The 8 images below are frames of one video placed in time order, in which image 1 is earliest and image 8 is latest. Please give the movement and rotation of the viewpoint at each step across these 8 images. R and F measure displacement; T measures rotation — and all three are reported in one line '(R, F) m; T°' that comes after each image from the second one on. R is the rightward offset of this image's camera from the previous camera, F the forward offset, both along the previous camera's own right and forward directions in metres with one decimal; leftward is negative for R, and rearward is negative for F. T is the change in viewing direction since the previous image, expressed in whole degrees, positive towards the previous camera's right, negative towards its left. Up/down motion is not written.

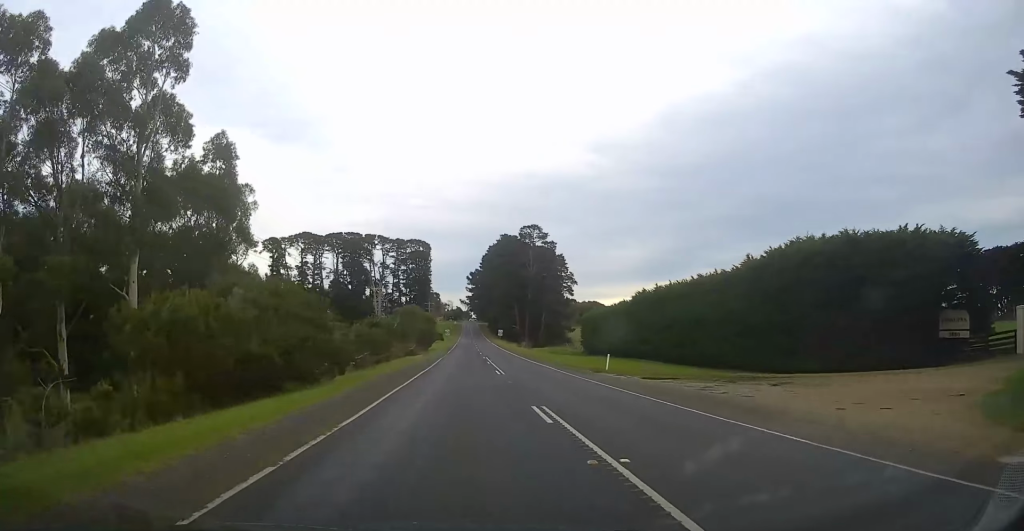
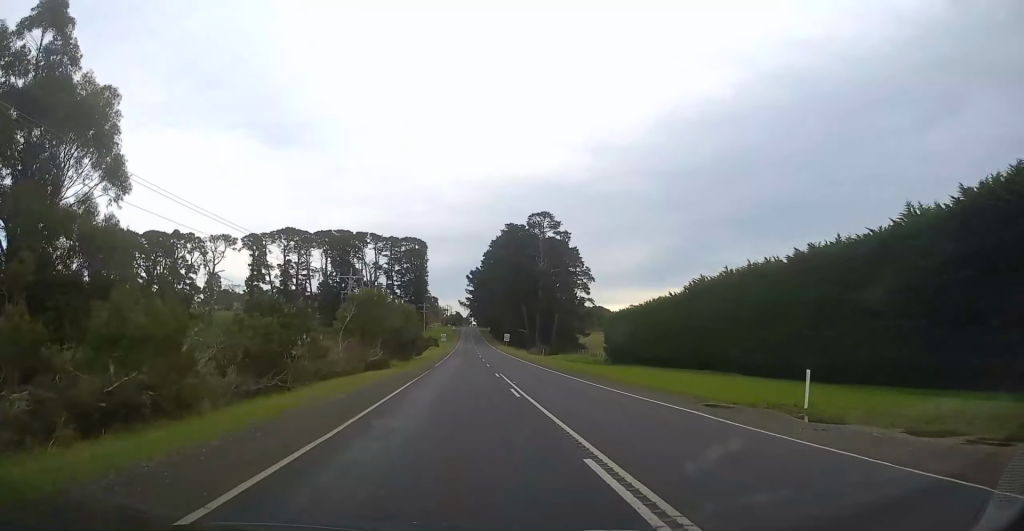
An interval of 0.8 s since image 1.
(-0.1, +22.4) m; -1°
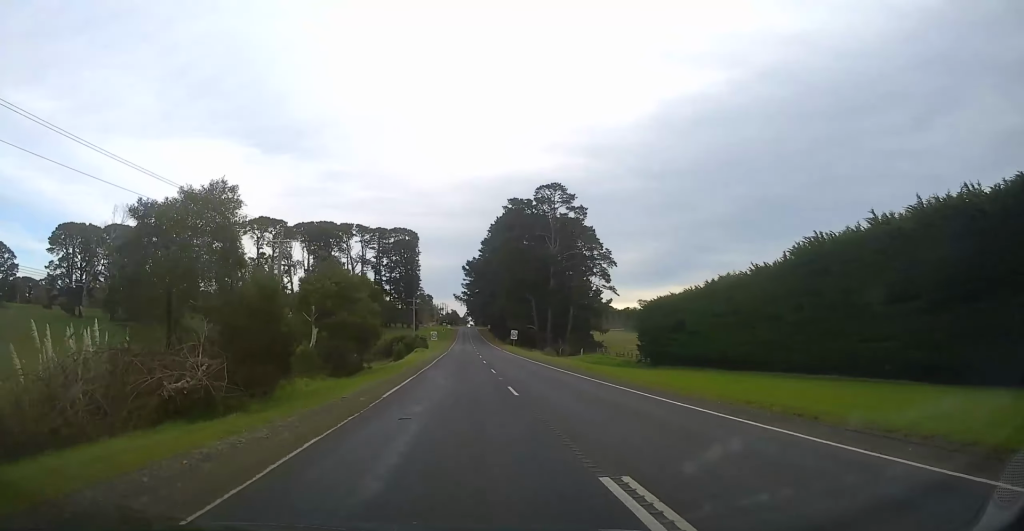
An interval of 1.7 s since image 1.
(-0.4, +25.1) m; 0°
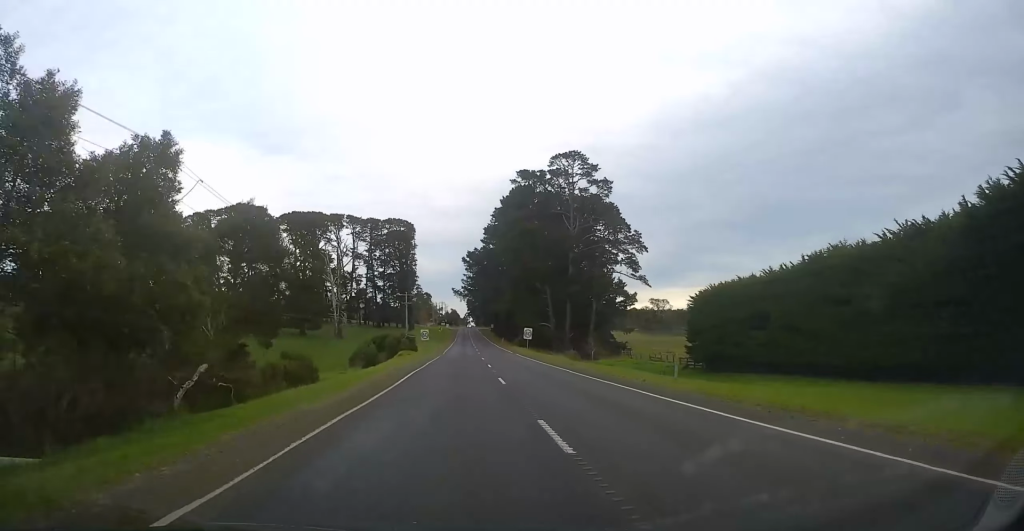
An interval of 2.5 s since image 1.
(+0.2, +20.8) m; 0°
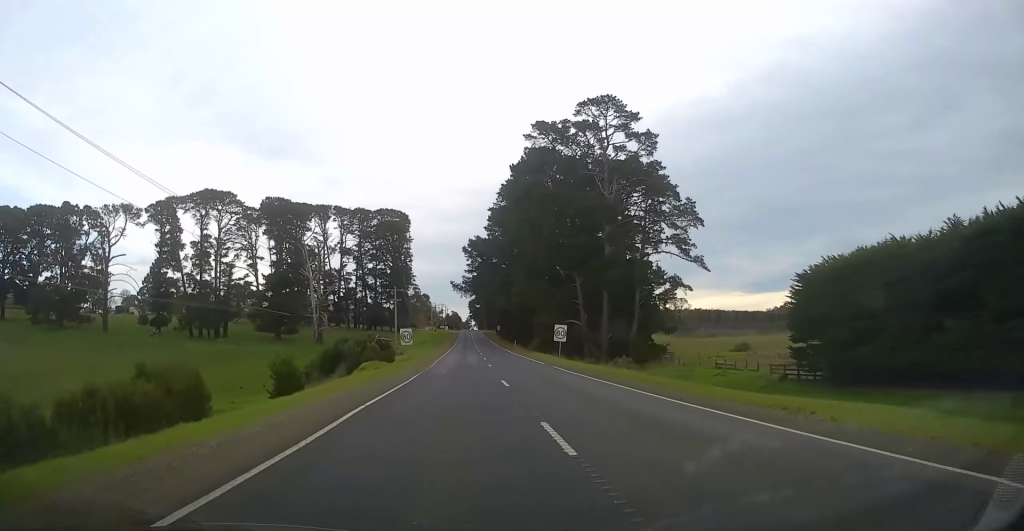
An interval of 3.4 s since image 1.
(0.0, +23.9) m; 0°
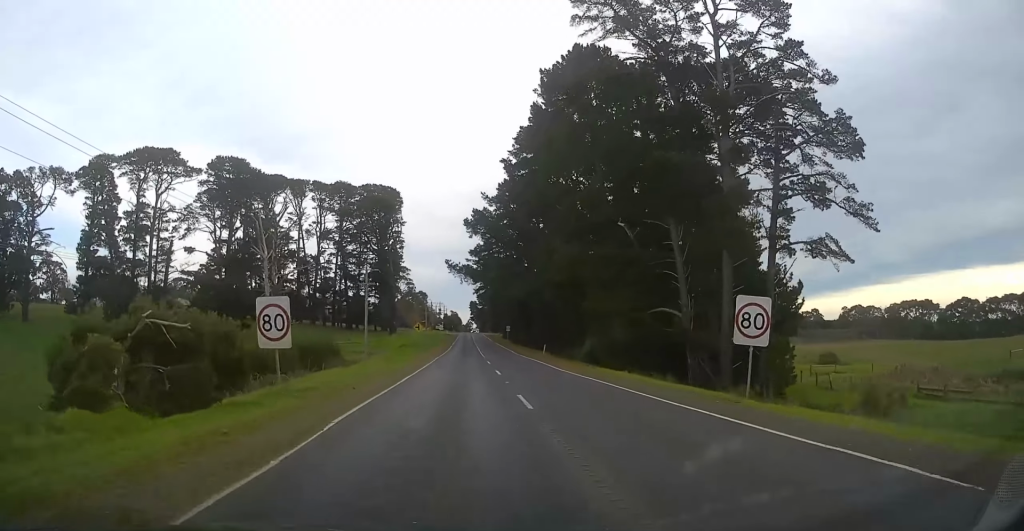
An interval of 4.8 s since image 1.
(+0.2, +33.2) m; +1°
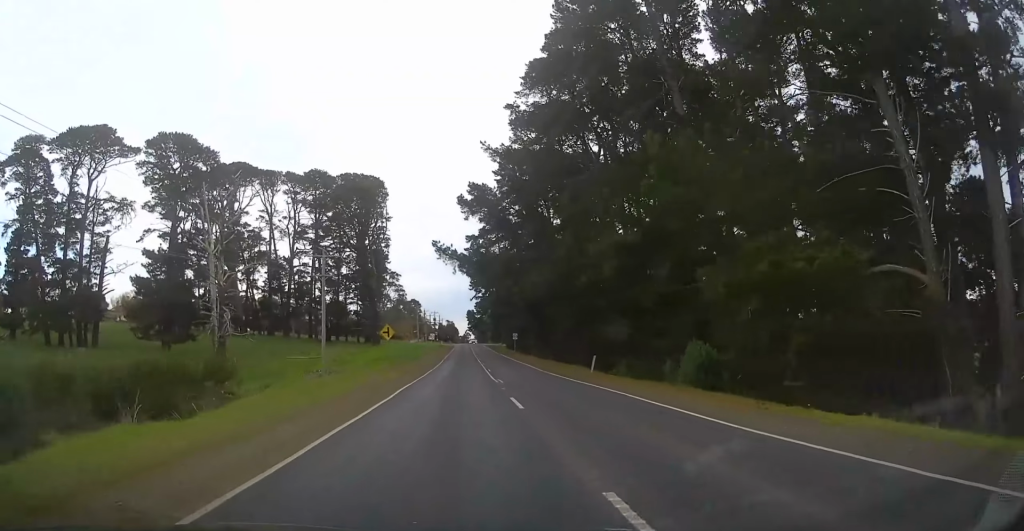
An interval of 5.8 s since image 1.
(+0.1, +21.9) m; -1°
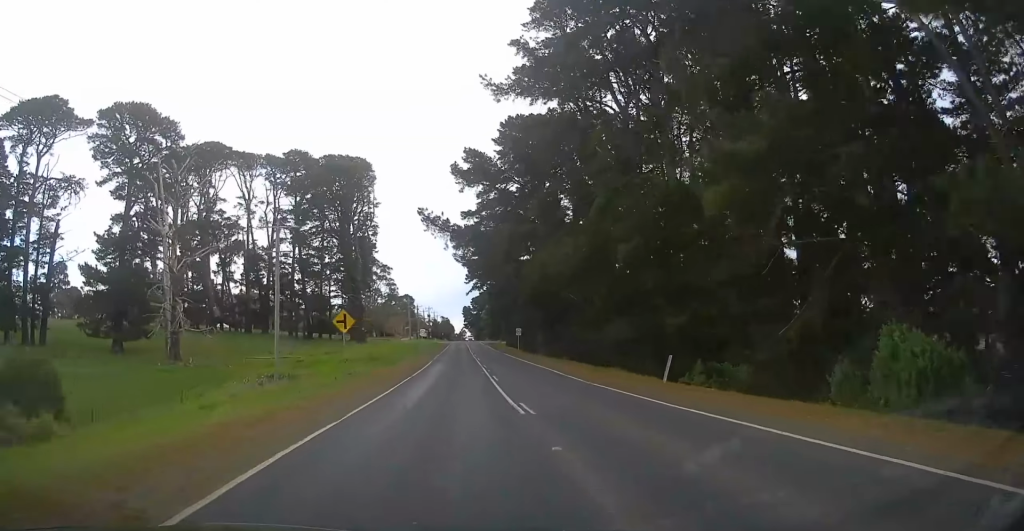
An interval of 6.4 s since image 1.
(-0.2, +13.4) m; 0°
